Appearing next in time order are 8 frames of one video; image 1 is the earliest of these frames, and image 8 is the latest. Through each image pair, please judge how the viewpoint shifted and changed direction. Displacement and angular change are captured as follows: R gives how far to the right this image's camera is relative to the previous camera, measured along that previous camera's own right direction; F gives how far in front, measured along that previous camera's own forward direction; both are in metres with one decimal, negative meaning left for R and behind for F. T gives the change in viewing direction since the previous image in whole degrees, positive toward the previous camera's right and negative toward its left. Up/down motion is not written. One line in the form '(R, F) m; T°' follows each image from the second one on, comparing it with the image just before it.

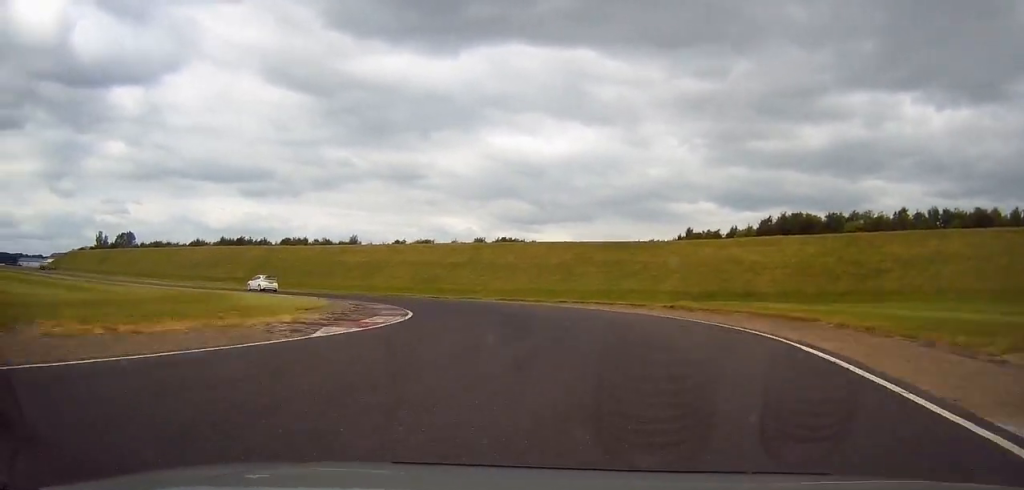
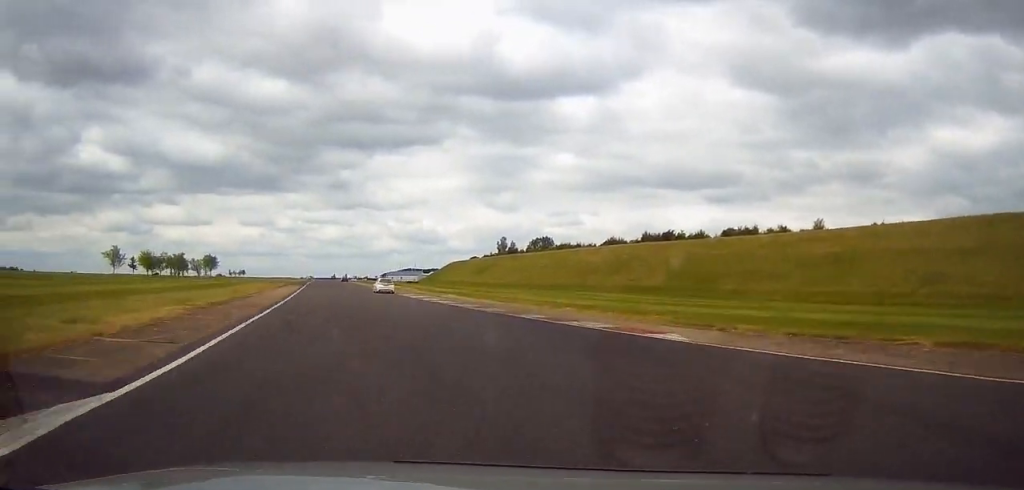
(-14.4, +45.6) m; -37°
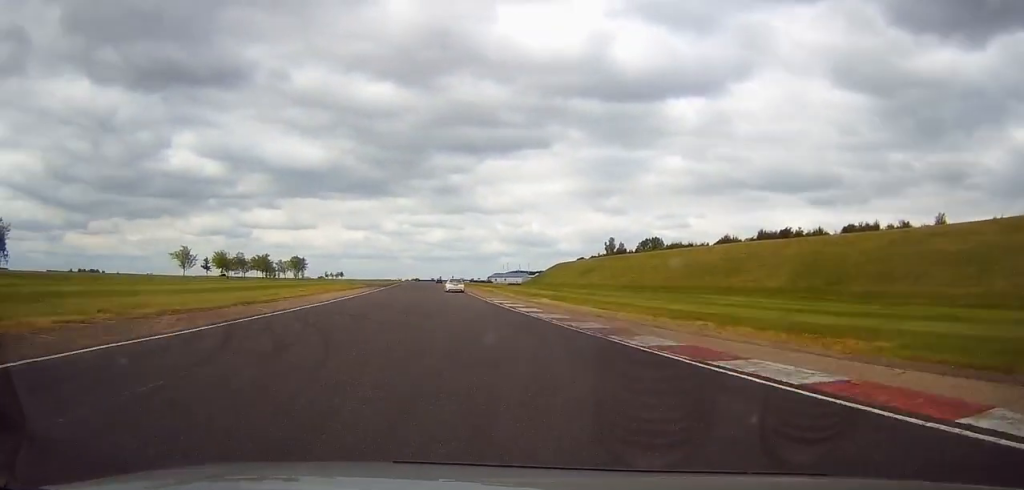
(-0.6, +11.9) m; -9°
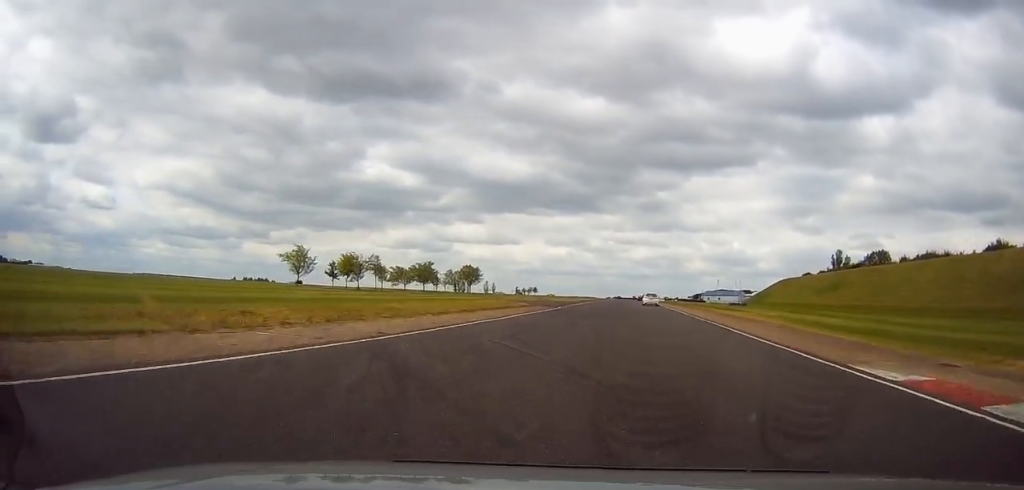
(-9.0, +40.3) m; -15°
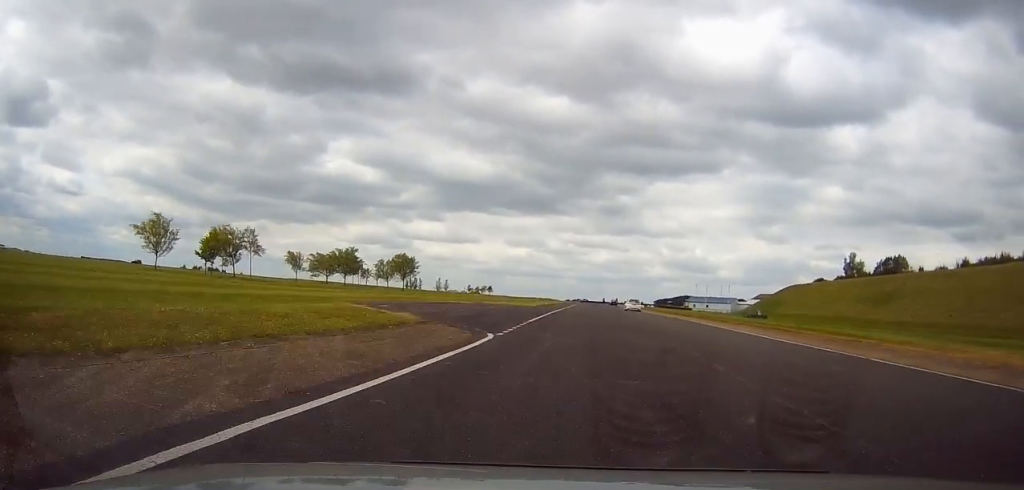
(-0.6, +38.1) m; 0°
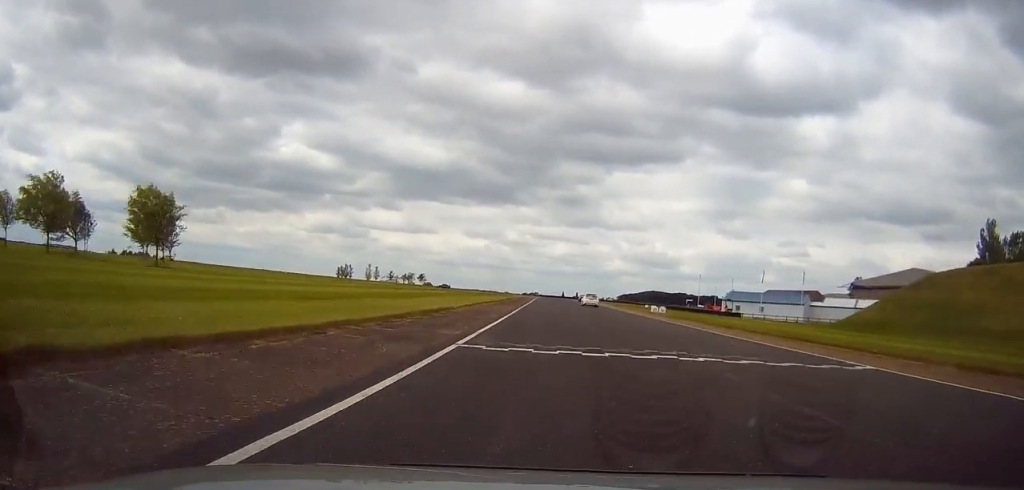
(+3.2, +84.8) m; +3°
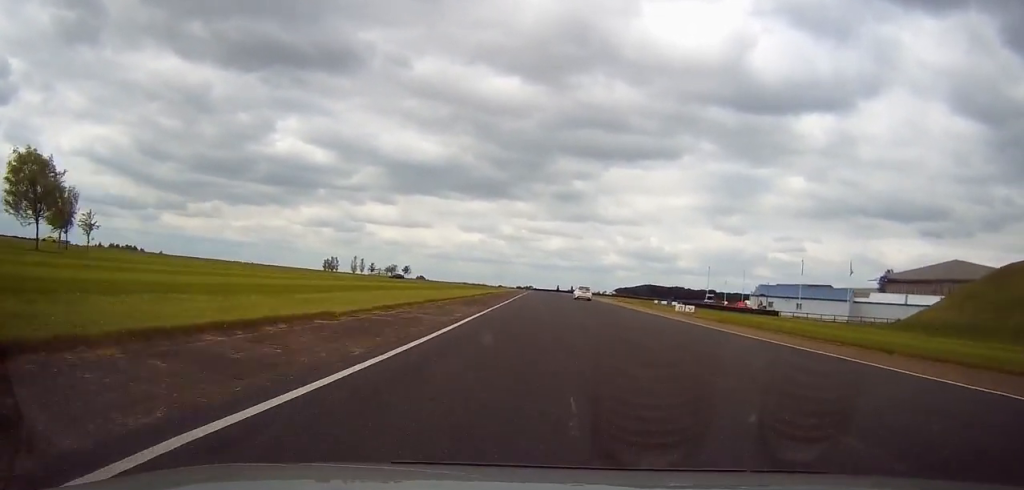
(0.0, +19.4) m; 0°
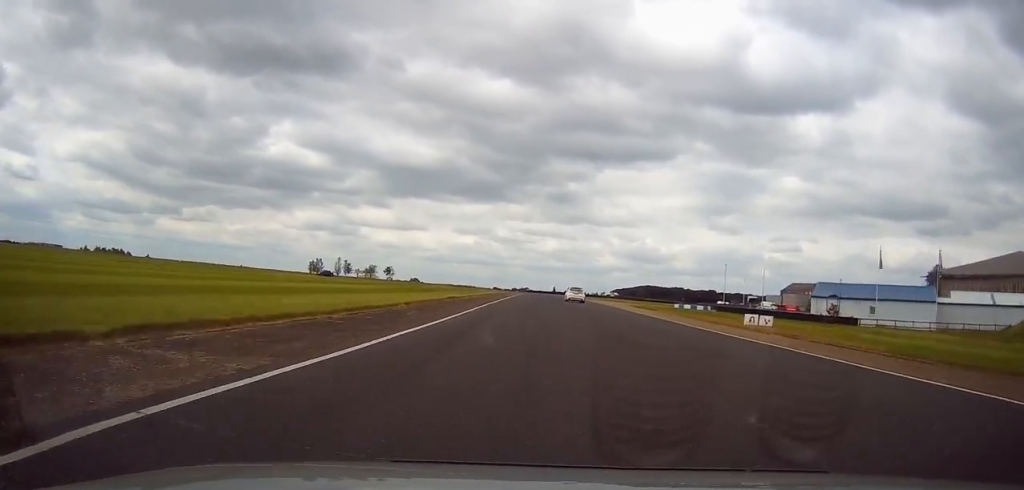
(-0.1, +23.6) m; 0°
